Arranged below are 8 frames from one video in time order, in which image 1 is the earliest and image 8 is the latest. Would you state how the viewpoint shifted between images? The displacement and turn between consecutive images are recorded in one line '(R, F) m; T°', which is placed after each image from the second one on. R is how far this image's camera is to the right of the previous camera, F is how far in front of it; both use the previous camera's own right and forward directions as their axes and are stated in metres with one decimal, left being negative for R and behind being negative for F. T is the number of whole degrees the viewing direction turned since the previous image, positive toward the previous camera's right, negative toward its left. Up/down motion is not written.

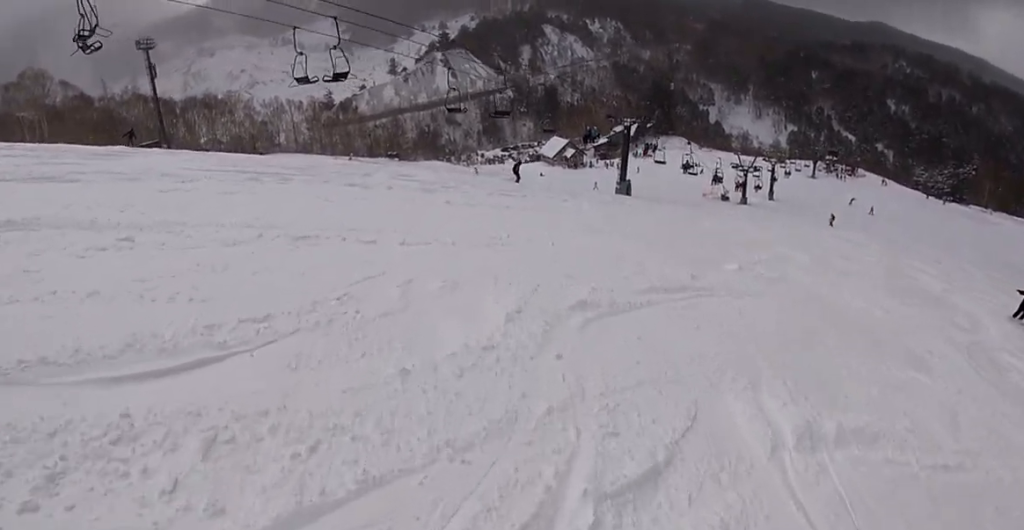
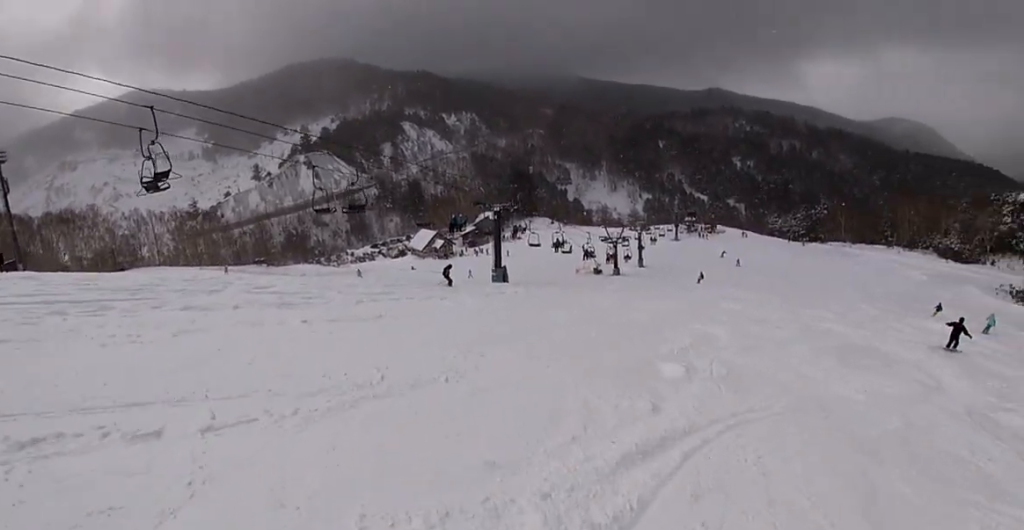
(+0.4, +3.4) m; +11°
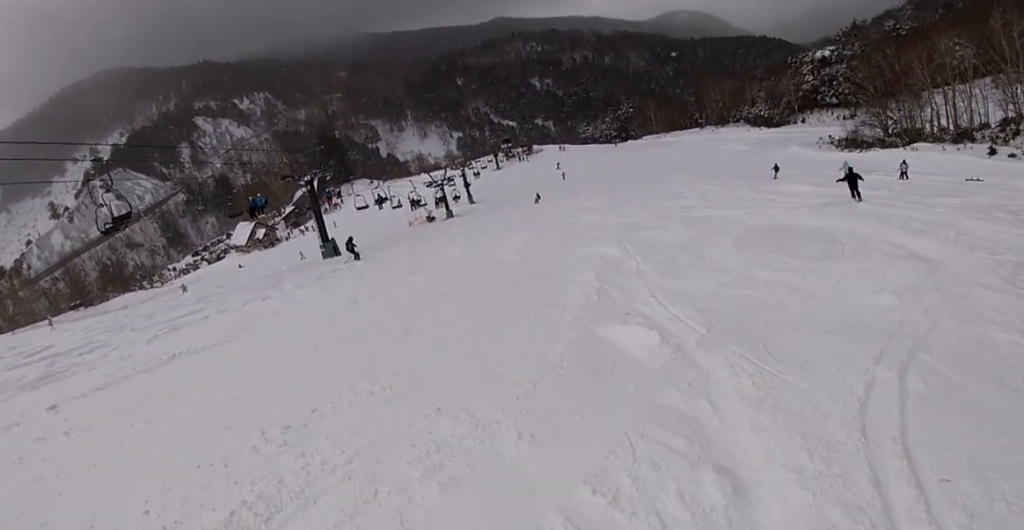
(+0.5, +4.1) m; +15°
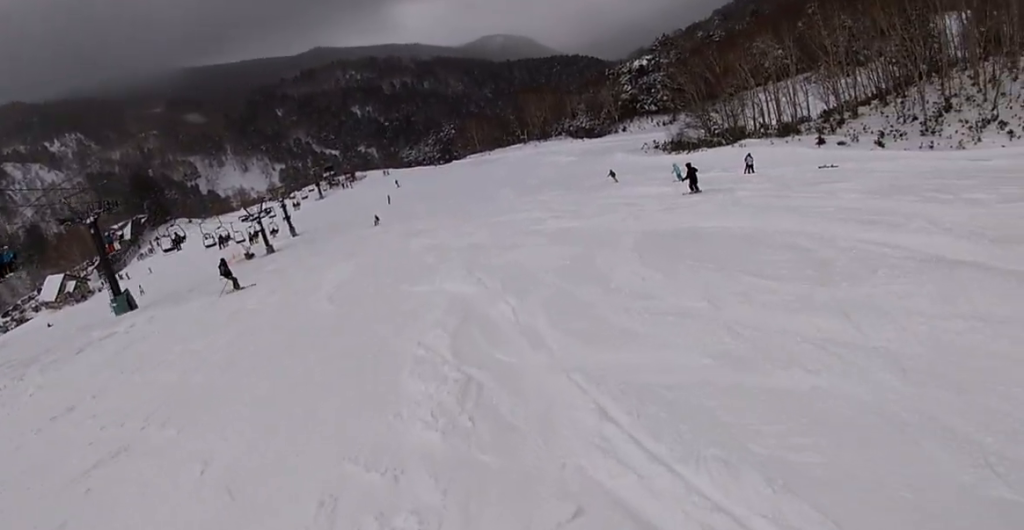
(+0.7, +4.8) m; +8°
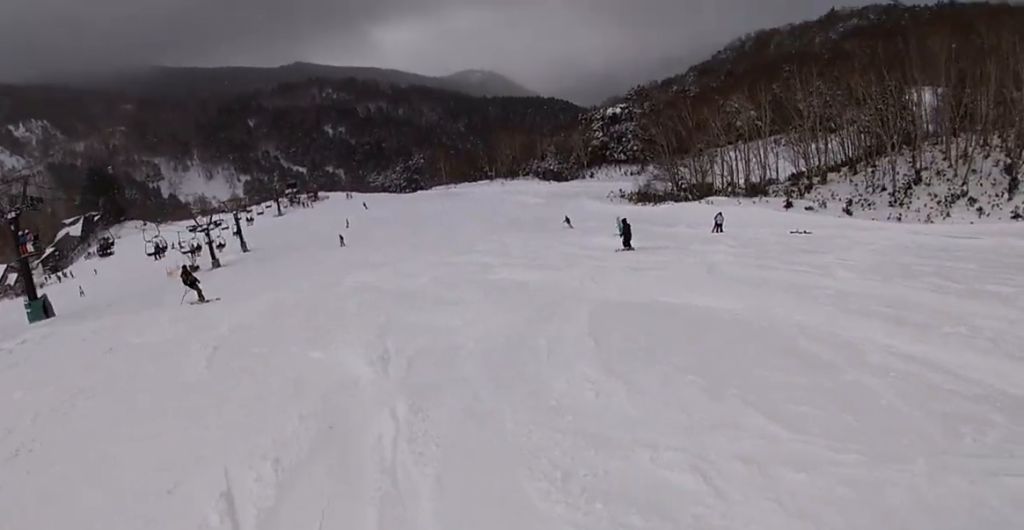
(0.0, +2.7) m; -3°
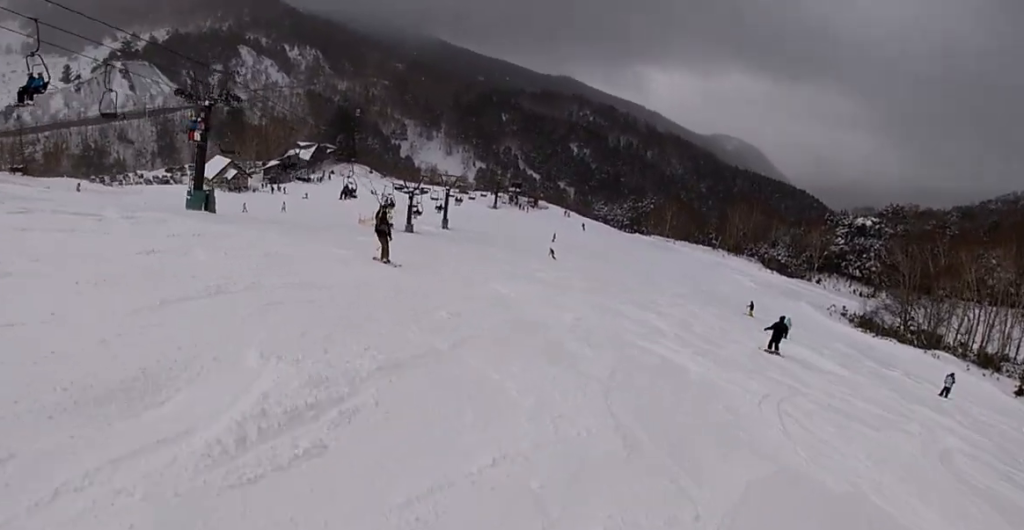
(+0.1, +4.2) m; -8°
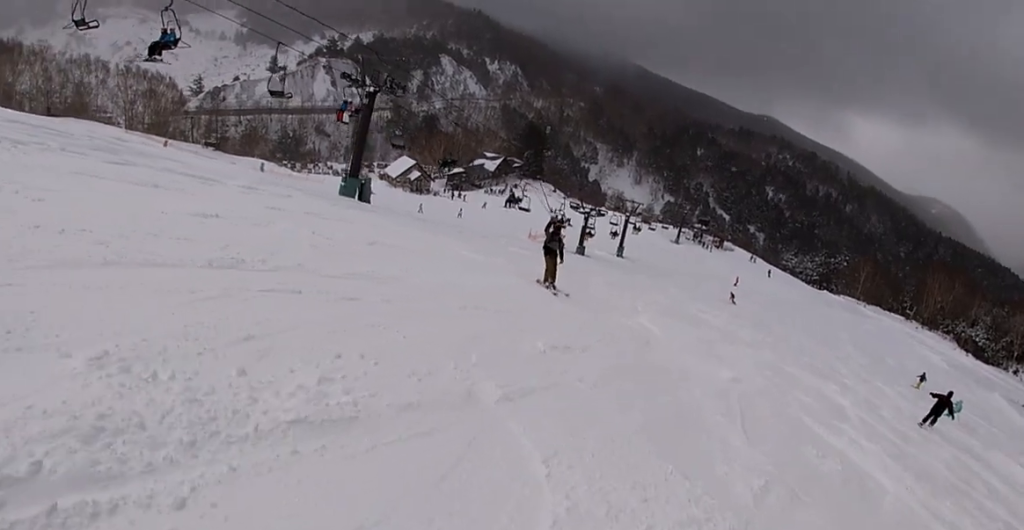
(-0.4, +3.1) m; -13°
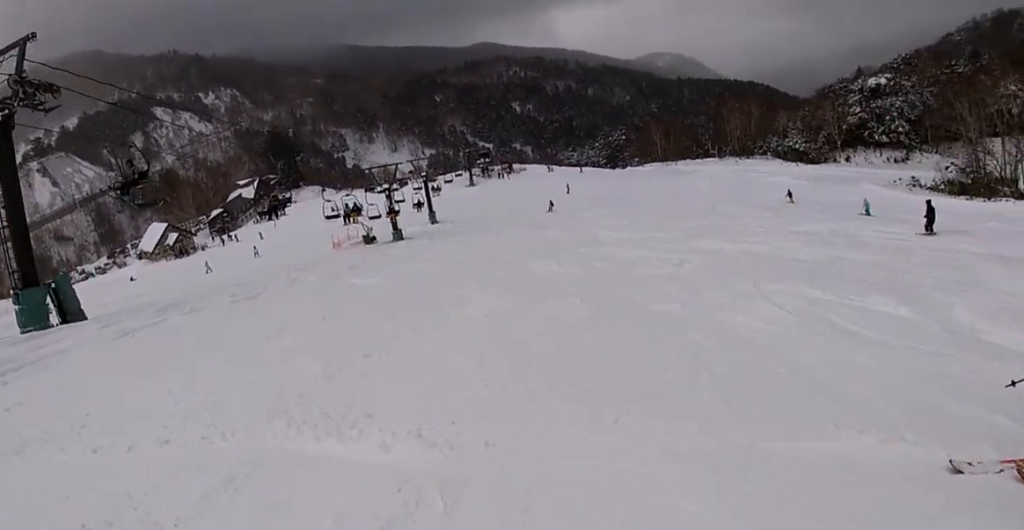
(-1.2, +13.2) m; +15°
